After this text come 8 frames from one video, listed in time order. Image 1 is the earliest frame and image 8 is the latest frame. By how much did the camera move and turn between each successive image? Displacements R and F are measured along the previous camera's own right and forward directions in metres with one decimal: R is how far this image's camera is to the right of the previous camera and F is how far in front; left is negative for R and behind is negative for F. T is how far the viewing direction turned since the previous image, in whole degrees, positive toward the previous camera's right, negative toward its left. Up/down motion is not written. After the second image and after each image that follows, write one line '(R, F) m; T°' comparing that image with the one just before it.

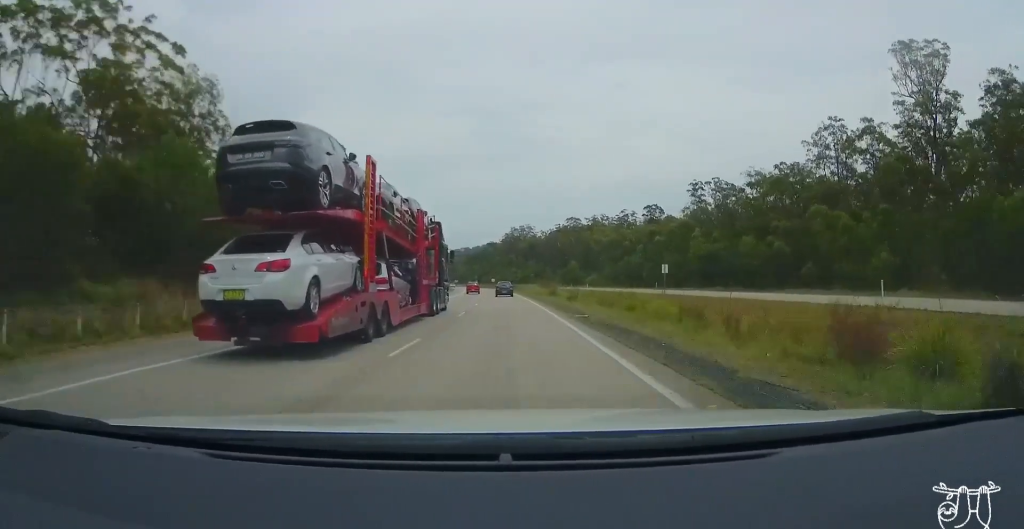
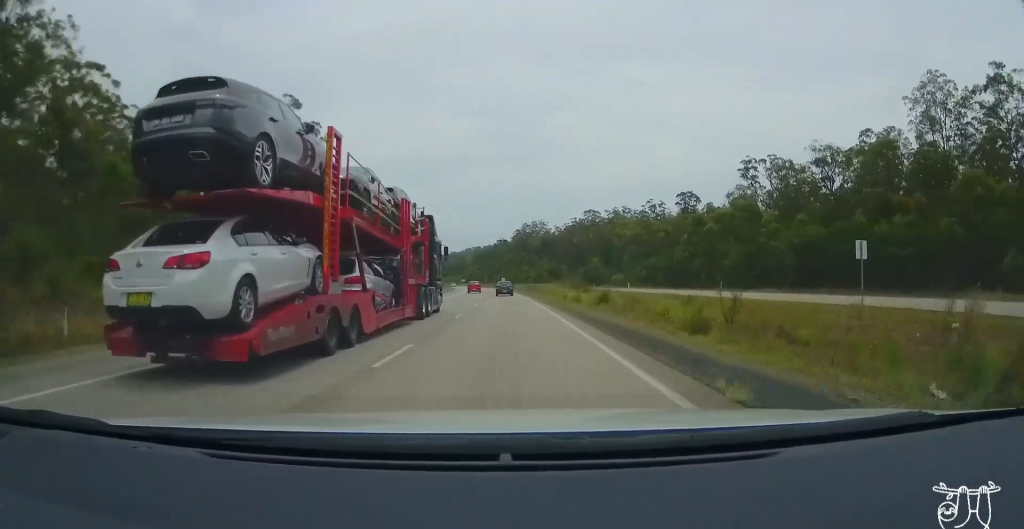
(-0.5, +25.6) m; -2°
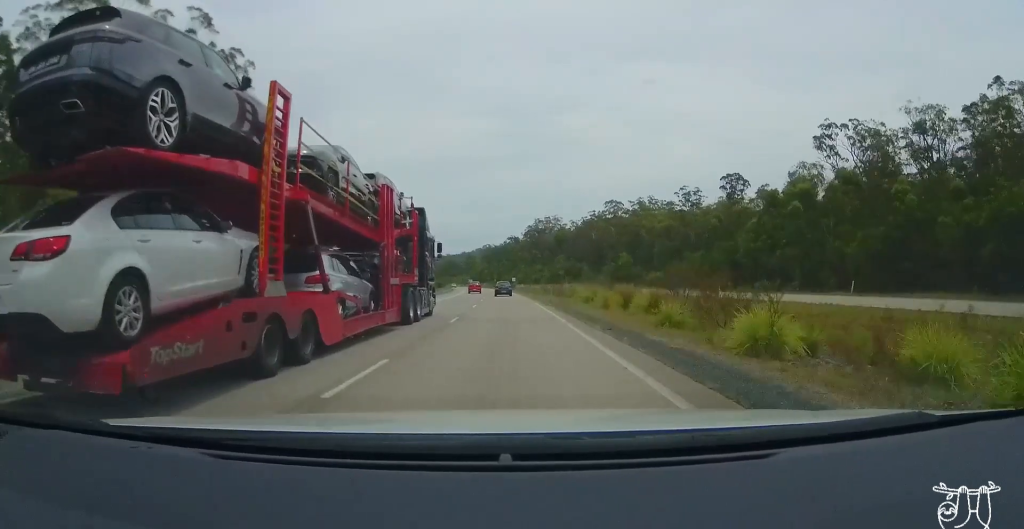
(-0.3, +26.8) m; -1°
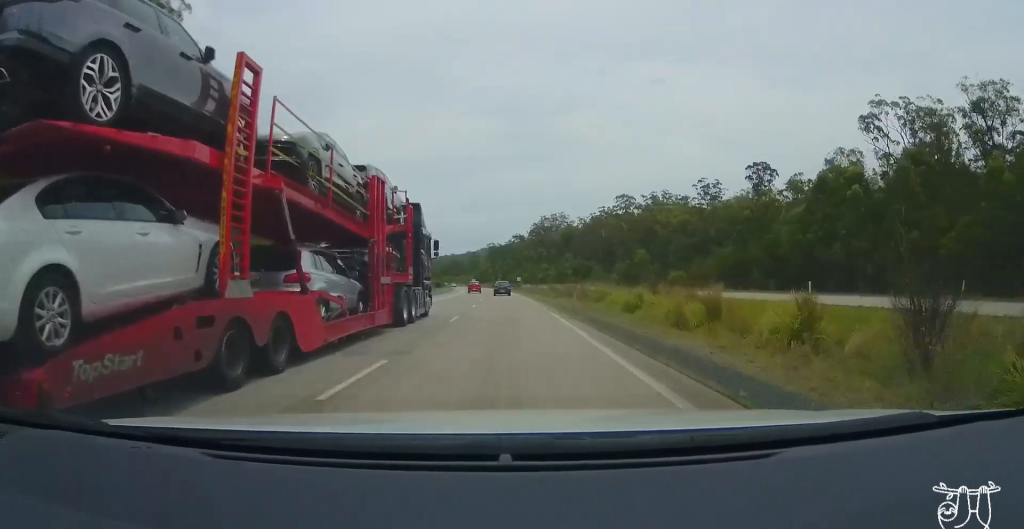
(+0.1, +12.1) m; -1°
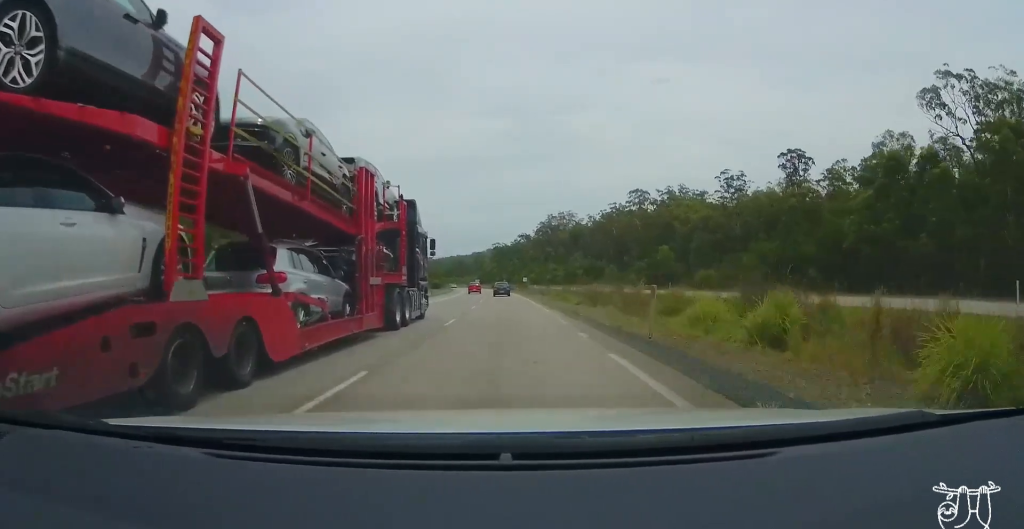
(0.0, +13.3) m; 0°
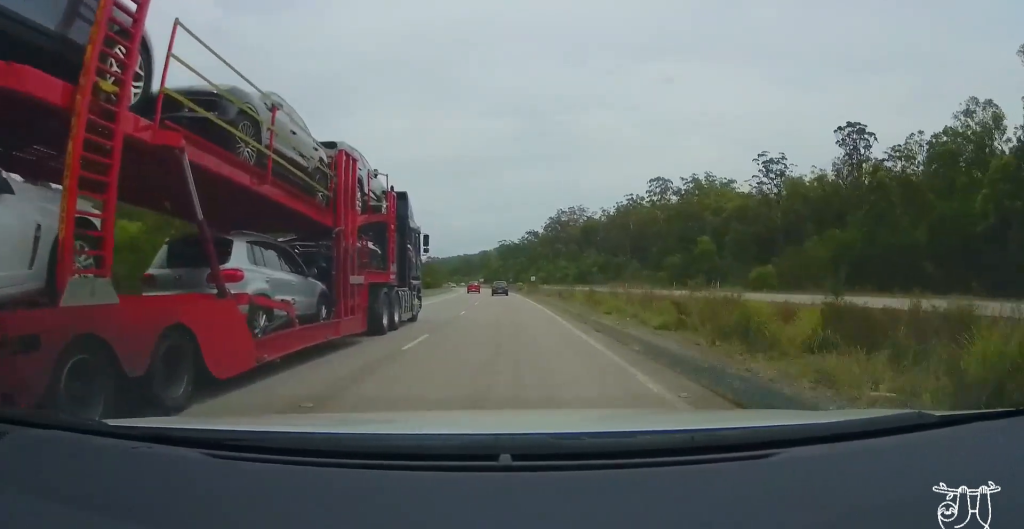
(-0.4, +18.2) m; 0°
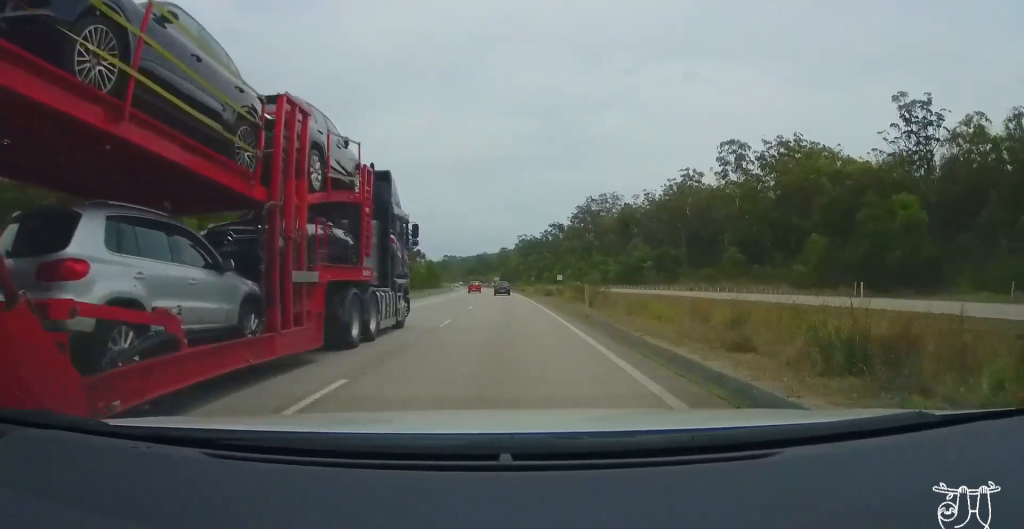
(0.0, +42.5) m; -1°
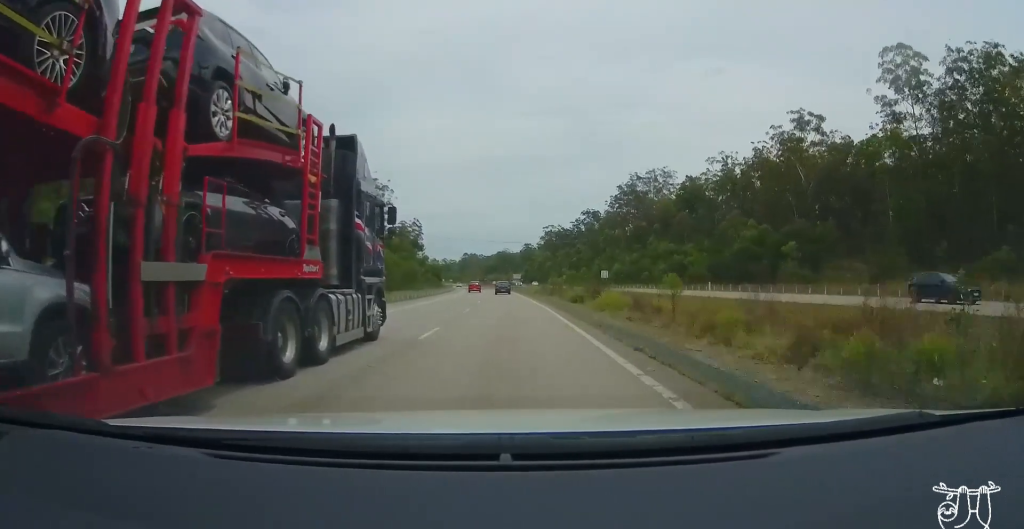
(-2.0, +50.7) m; -4°
